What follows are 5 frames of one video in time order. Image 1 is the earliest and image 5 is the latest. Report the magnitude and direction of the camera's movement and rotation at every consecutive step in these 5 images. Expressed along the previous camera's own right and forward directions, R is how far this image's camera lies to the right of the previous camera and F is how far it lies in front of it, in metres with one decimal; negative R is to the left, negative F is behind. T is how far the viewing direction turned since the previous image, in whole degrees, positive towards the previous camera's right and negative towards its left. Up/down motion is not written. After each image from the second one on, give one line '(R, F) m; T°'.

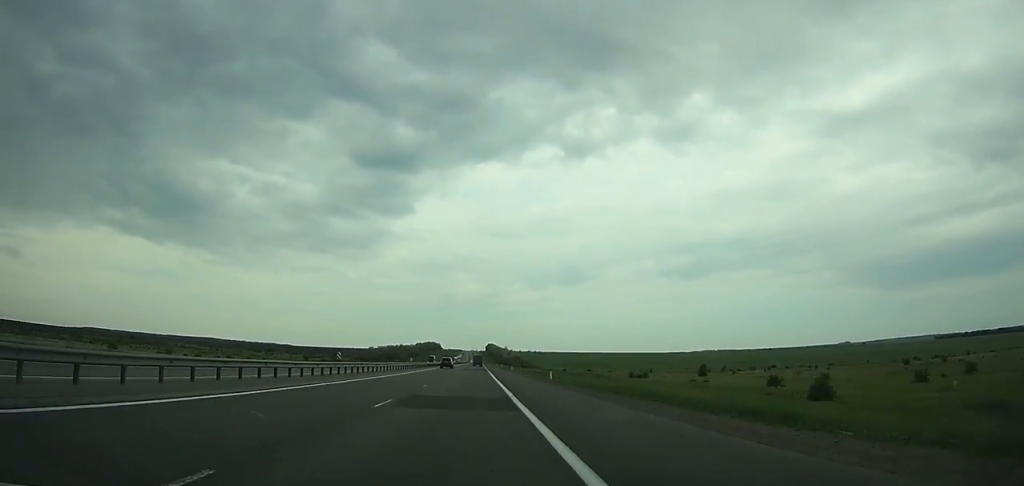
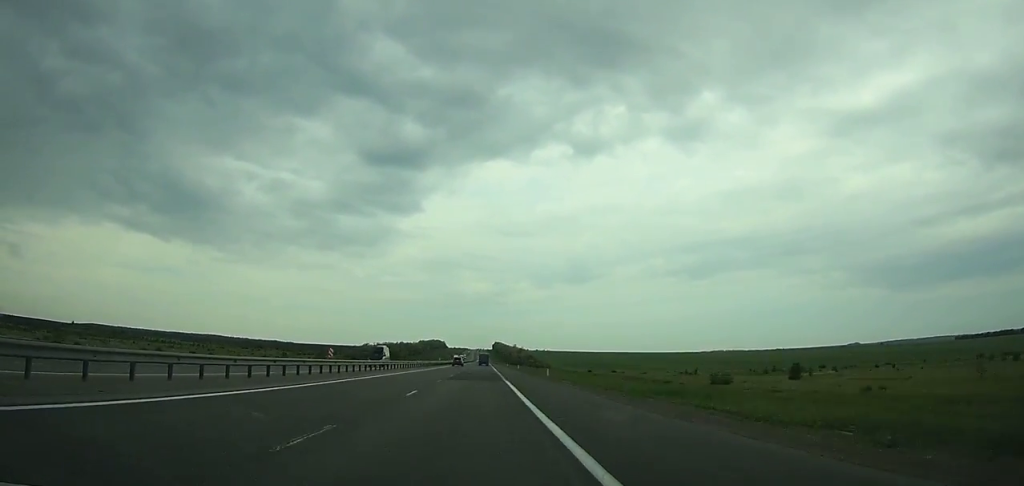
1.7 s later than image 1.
(0.0, +42.9) m; 0°
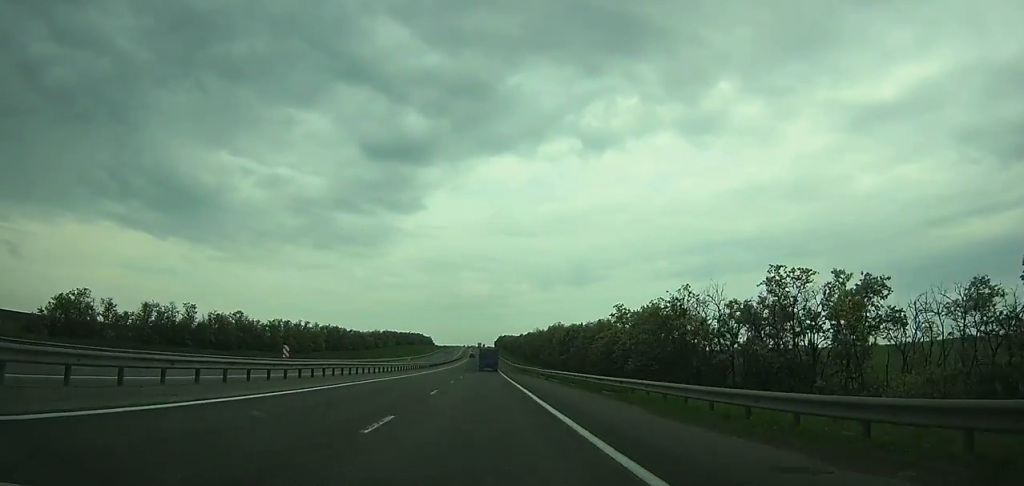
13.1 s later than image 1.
(-0.5, +287.3) m; 0°
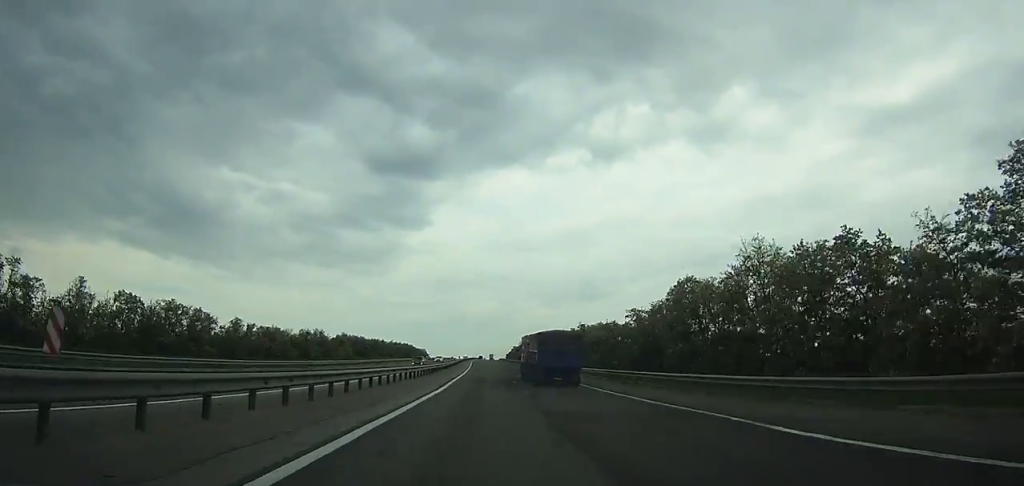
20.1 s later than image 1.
(-2.2, +178.3) m; -1°
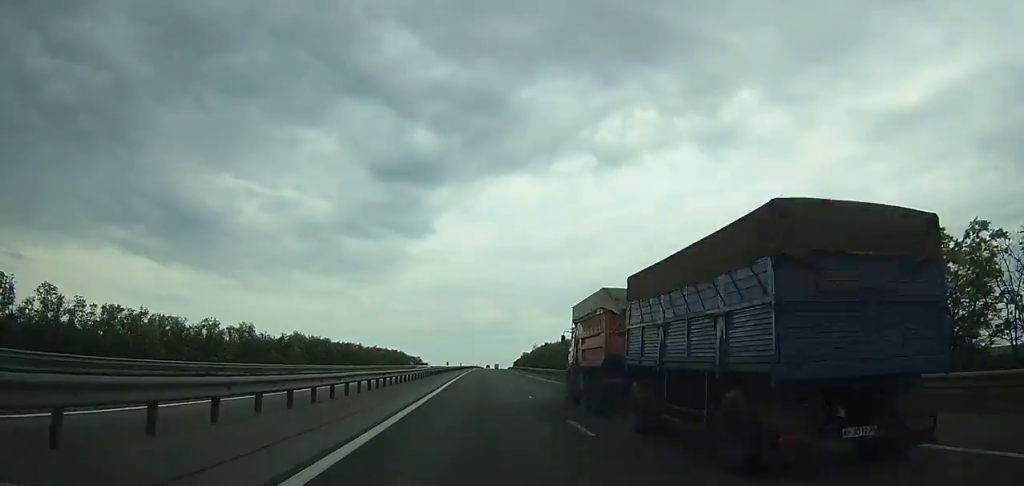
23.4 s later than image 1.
(+0.2, +84.9) m; 0°
